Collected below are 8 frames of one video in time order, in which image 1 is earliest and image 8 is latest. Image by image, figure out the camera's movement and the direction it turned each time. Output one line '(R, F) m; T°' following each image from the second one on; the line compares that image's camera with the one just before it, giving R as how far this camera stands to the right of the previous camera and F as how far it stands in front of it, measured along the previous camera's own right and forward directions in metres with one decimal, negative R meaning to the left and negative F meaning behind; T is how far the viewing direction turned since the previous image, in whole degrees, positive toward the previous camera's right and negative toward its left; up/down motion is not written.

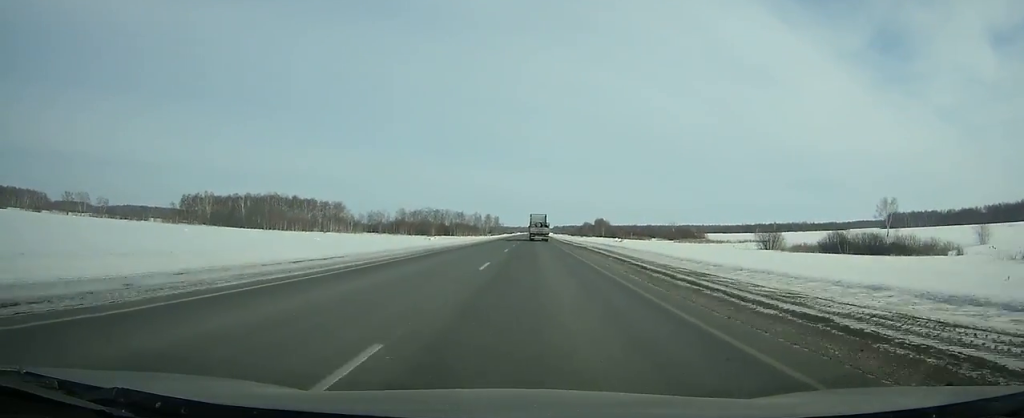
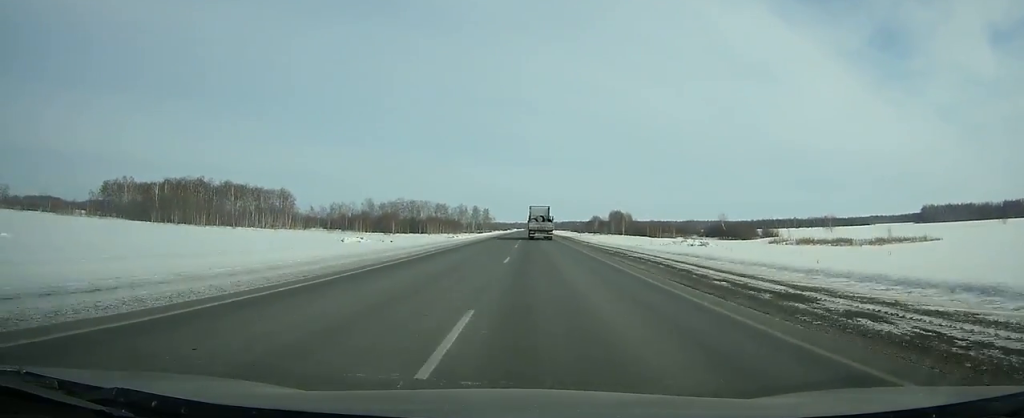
(+0.1, +76.8) m; 0°
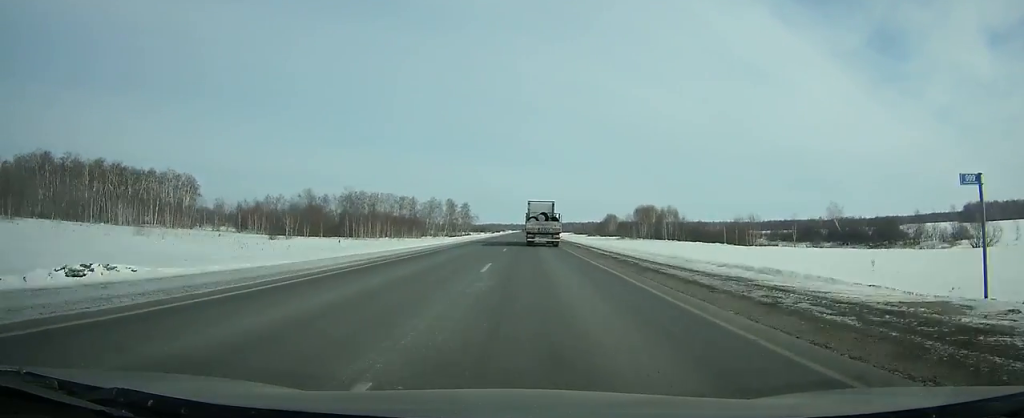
(+0.2, +81.8) m; 0°
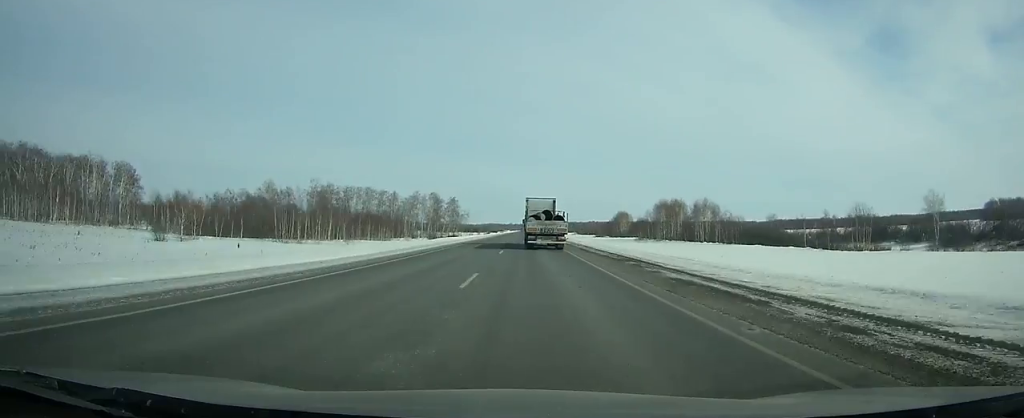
(+0.1, +36.3) m; 0°
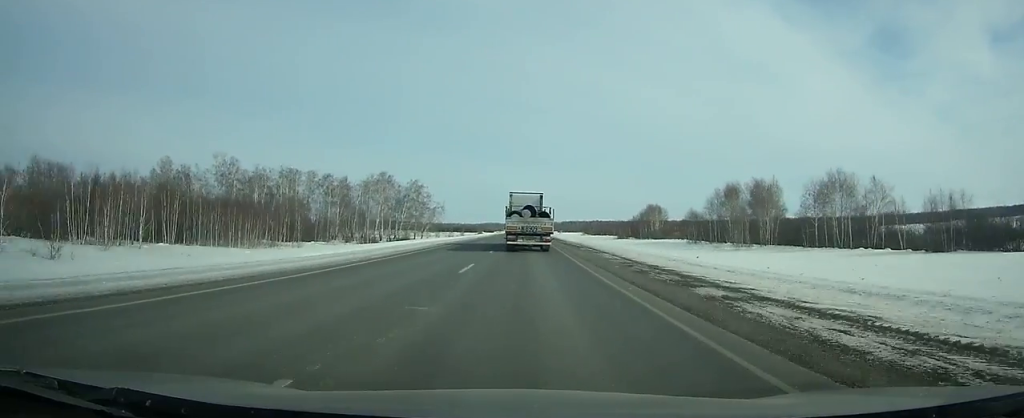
(-0.2, +63.8) m; 0°
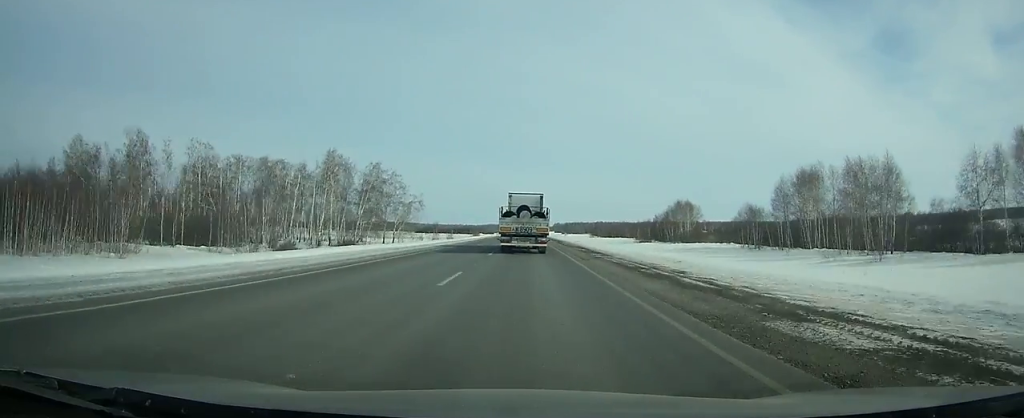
(0.0, +34.6) m; 0°
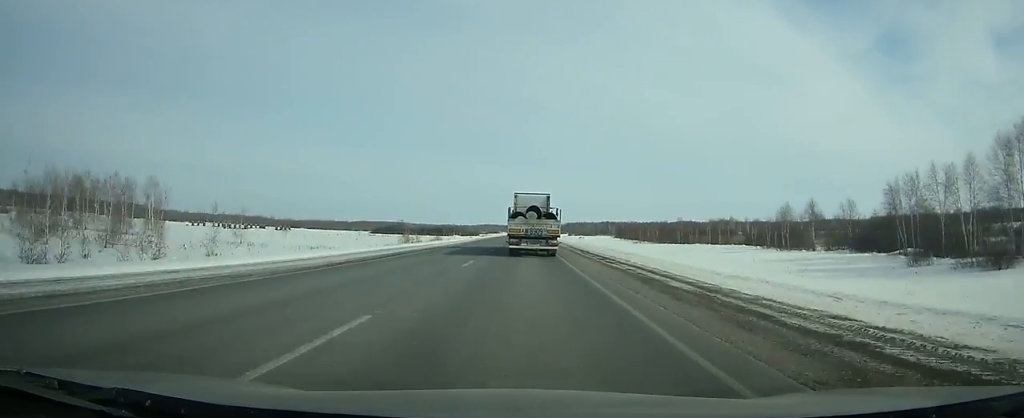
(+0.9, +123.3) m; +1°
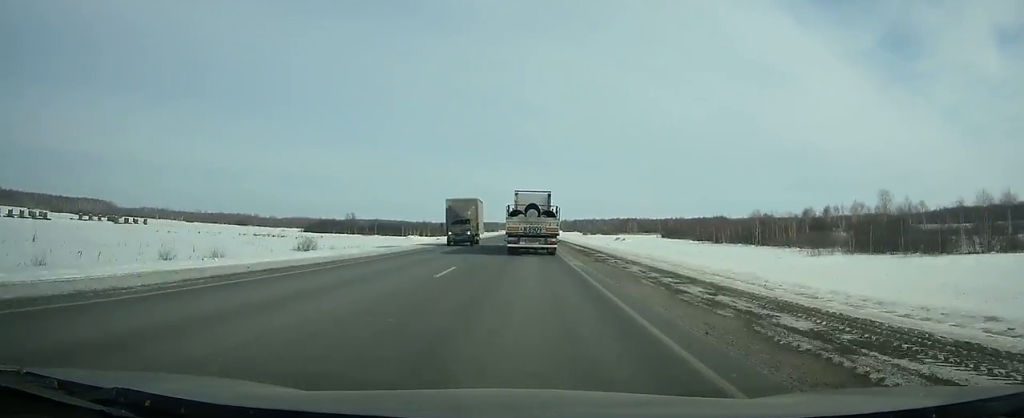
(-0.3, +102.9) m; 0°
